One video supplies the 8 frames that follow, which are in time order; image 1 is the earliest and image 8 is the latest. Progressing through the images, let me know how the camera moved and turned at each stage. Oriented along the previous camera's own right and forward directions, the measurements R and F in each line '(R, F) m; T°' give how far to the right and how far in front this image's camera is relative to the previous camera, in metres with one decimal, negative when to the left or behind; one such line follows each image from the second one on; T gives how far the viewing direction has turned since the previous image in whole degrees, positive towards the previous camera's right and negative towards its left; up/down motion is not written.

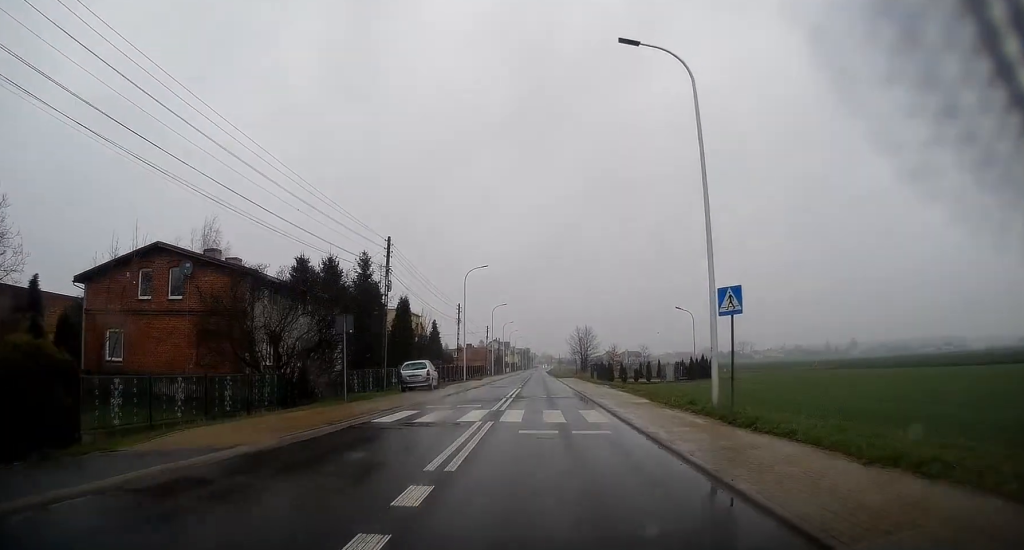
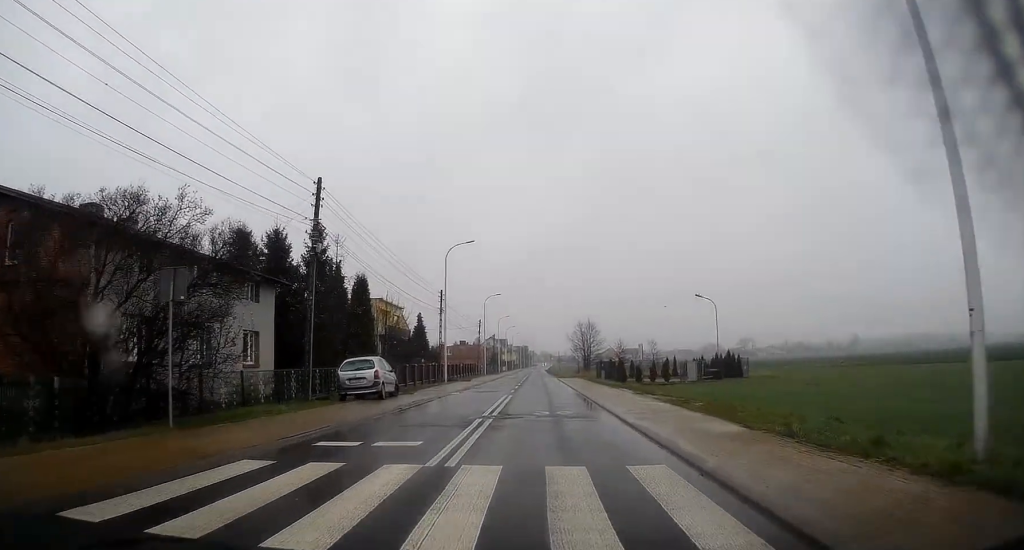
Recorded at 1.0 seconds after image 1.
(0.0, +11.0) m; -1°
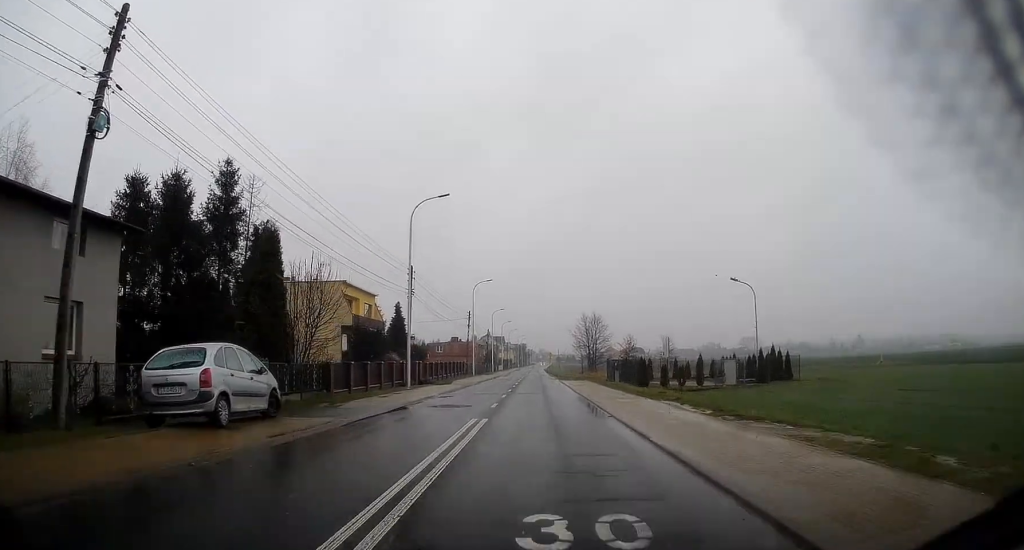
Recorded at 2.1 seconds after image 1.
(-0.1, +12.5) m; 0°
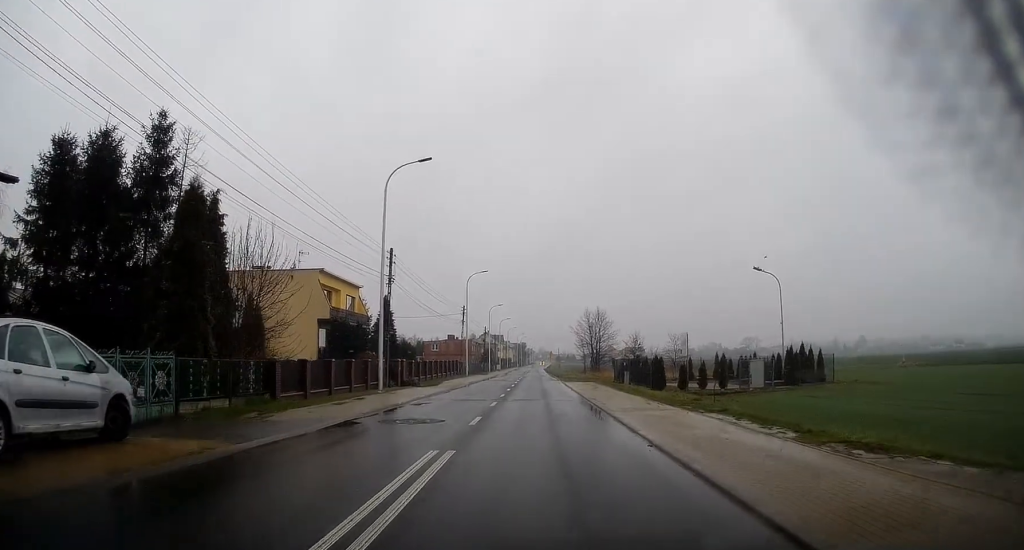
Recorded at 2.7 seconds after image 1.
(0.0, +6.1) m; +1°
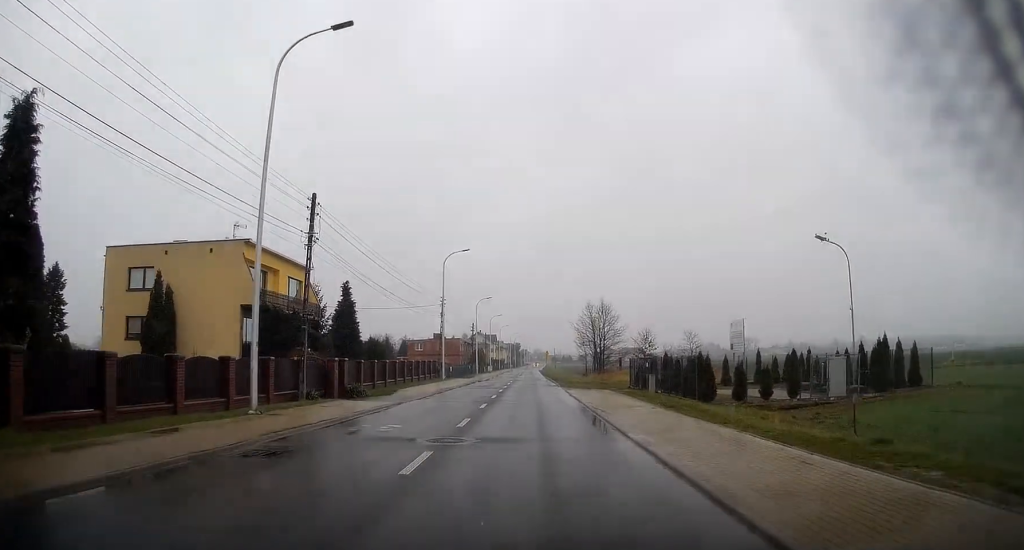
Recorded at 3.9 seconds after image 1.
(+0.2, +12.4) m; +1°
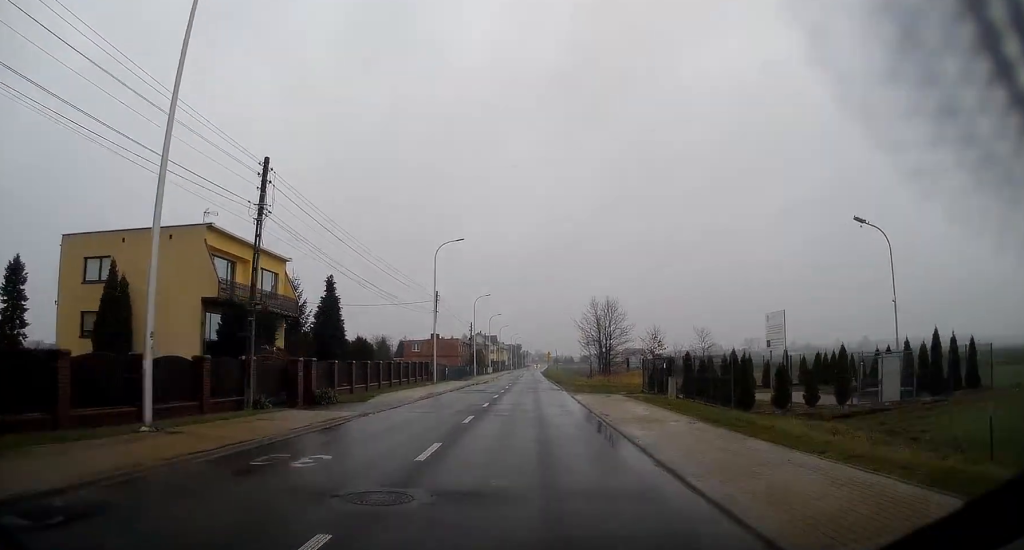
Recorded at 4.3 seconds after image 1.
(0.0, +4.7) m; 0°
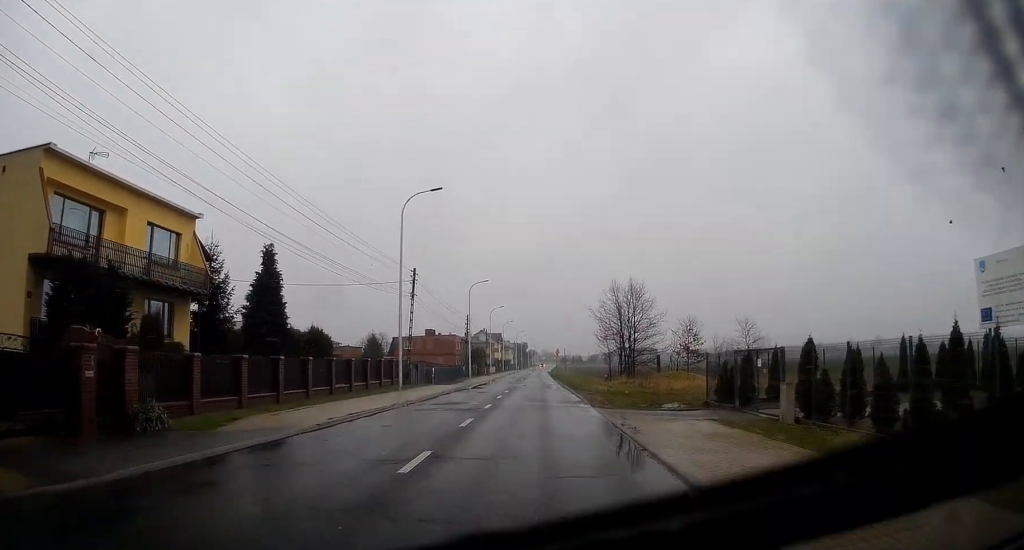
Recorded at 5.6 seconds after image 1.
(0.0, +12.9) m; -1°
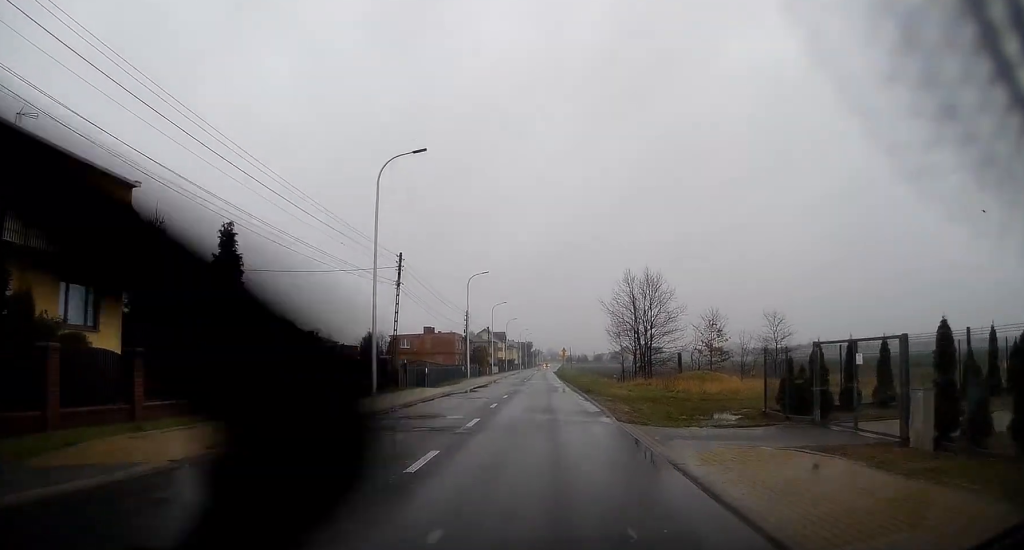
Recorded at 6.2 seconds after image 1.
(-0.1, +5.9) m; -1°
